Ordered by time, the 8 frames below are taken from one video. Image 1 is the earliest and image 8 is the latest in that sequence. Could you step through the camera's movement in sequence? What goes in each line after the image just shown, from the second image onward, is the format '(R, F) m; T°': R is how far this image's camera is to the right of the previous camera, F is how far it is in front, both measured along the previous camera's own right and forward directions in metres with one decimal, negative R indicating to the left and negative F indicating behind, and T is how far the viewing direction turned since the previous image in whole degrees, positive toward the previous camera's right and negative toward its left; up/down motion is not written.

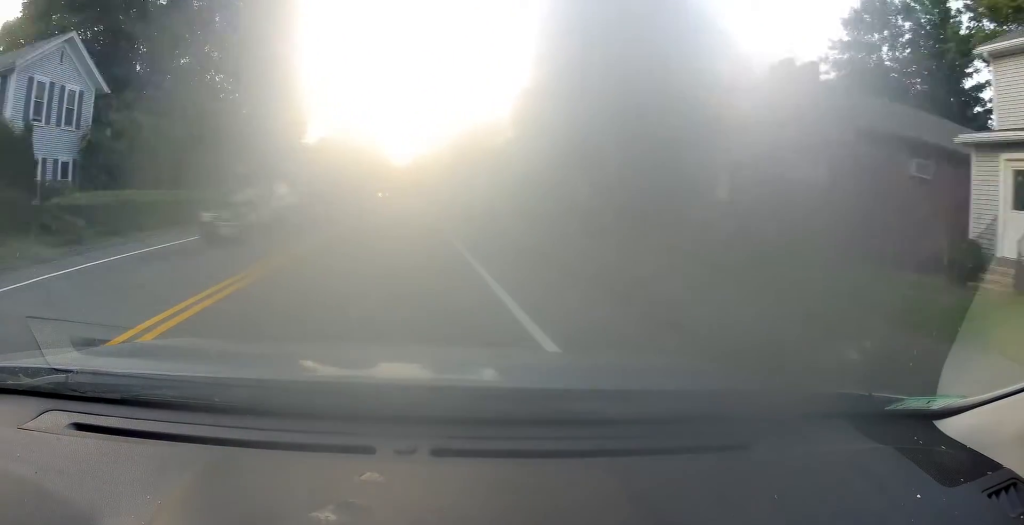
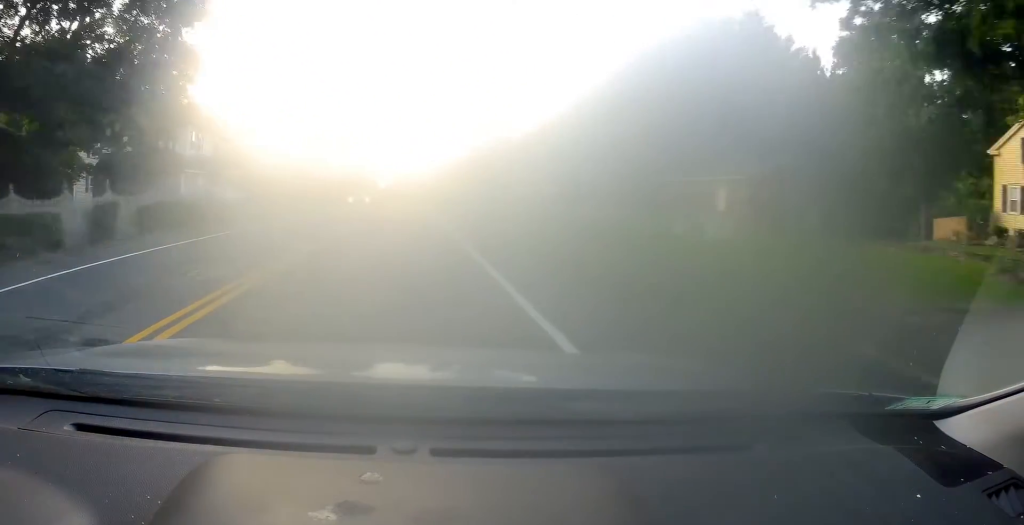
(+0.1, +33.0) m; -2°
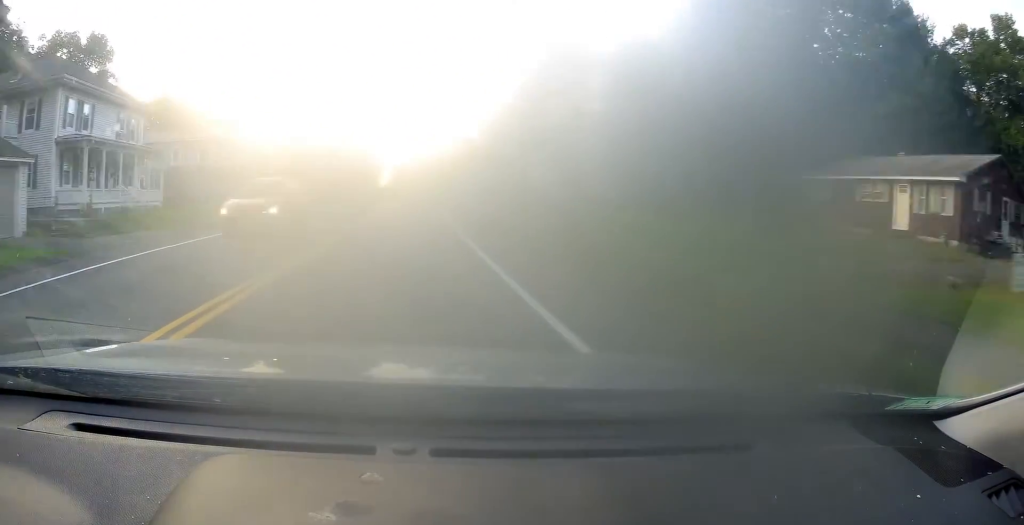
(-0.8, +17.9) m; -1°
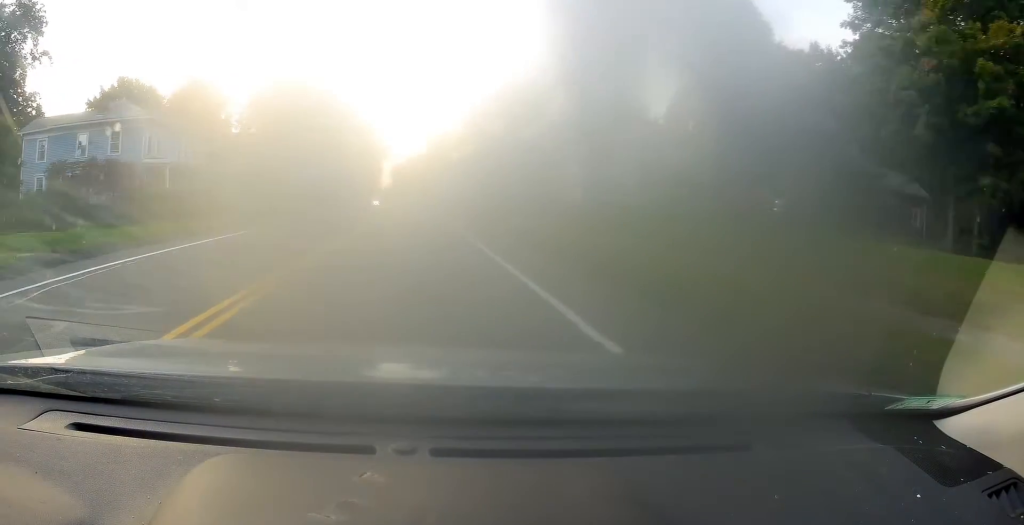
(+0.1, +18.8) m; 0°
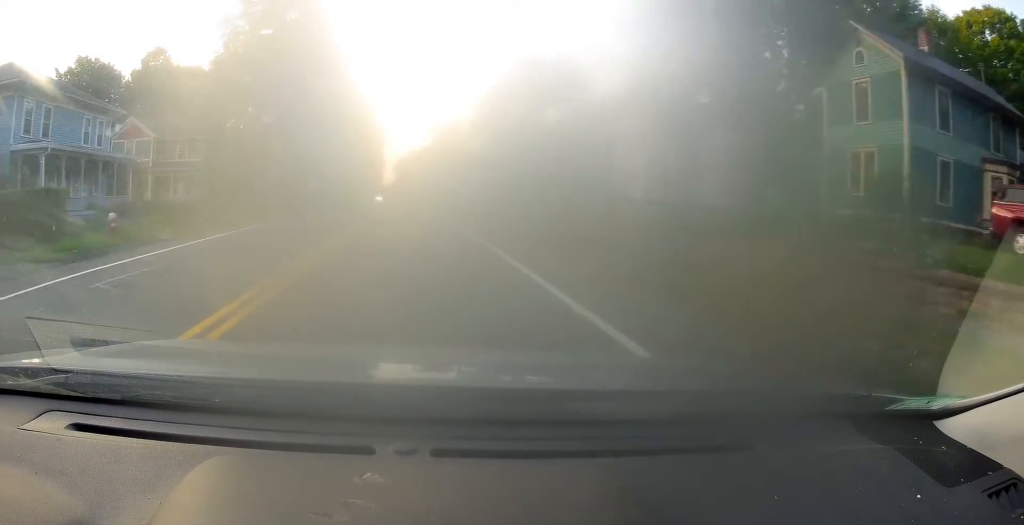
(+0.1, +13.6) m; 0°
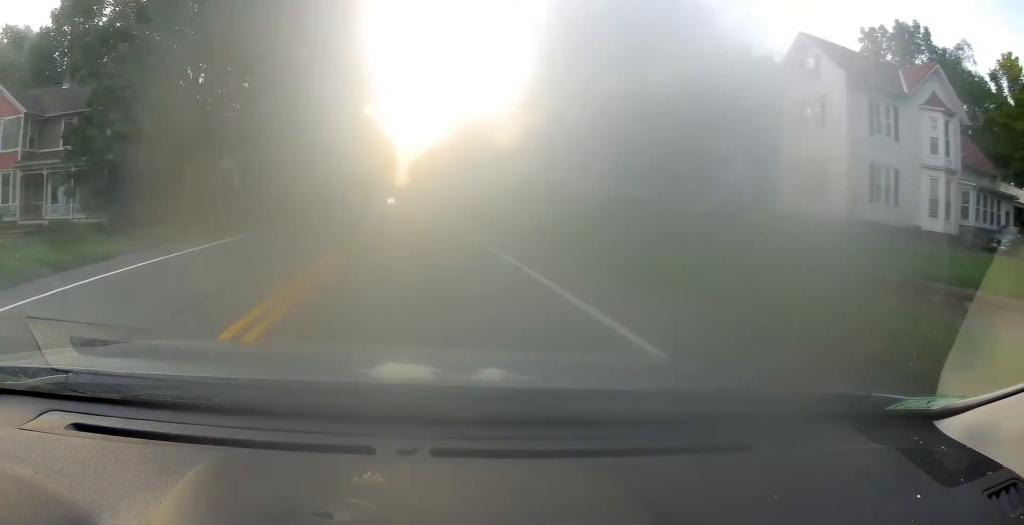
(-0.1, +20.7) m; -1°
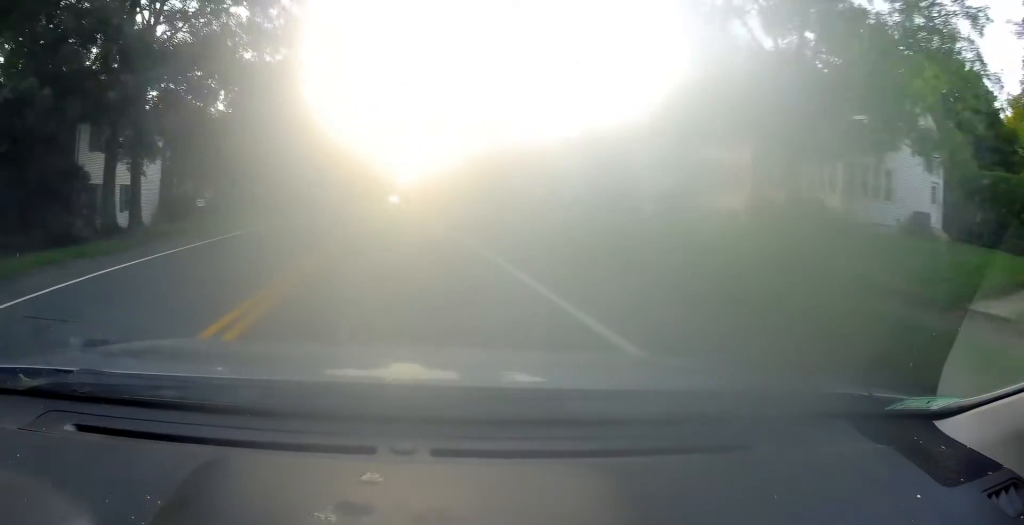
(-0.3, +19.8) m; -2°
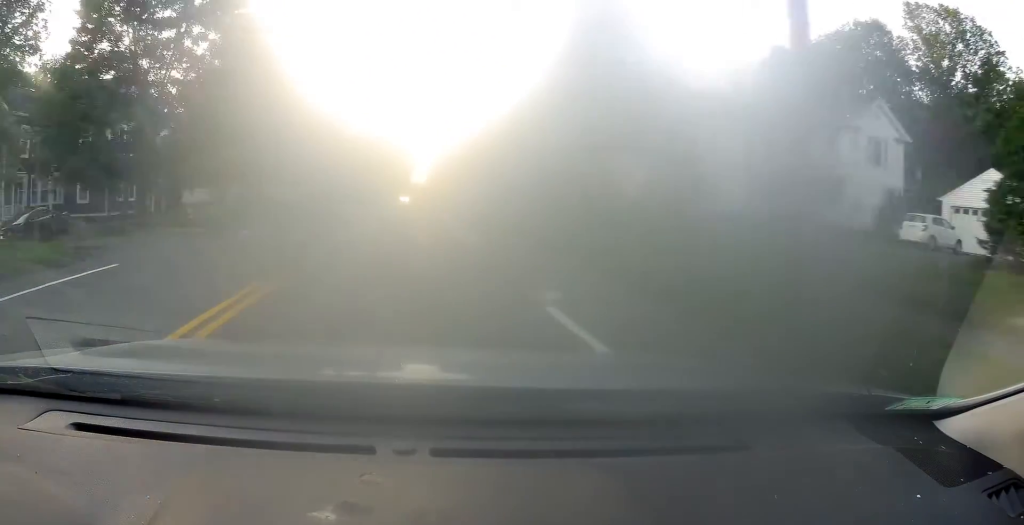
(-0.6, +27.6) m; -2°
